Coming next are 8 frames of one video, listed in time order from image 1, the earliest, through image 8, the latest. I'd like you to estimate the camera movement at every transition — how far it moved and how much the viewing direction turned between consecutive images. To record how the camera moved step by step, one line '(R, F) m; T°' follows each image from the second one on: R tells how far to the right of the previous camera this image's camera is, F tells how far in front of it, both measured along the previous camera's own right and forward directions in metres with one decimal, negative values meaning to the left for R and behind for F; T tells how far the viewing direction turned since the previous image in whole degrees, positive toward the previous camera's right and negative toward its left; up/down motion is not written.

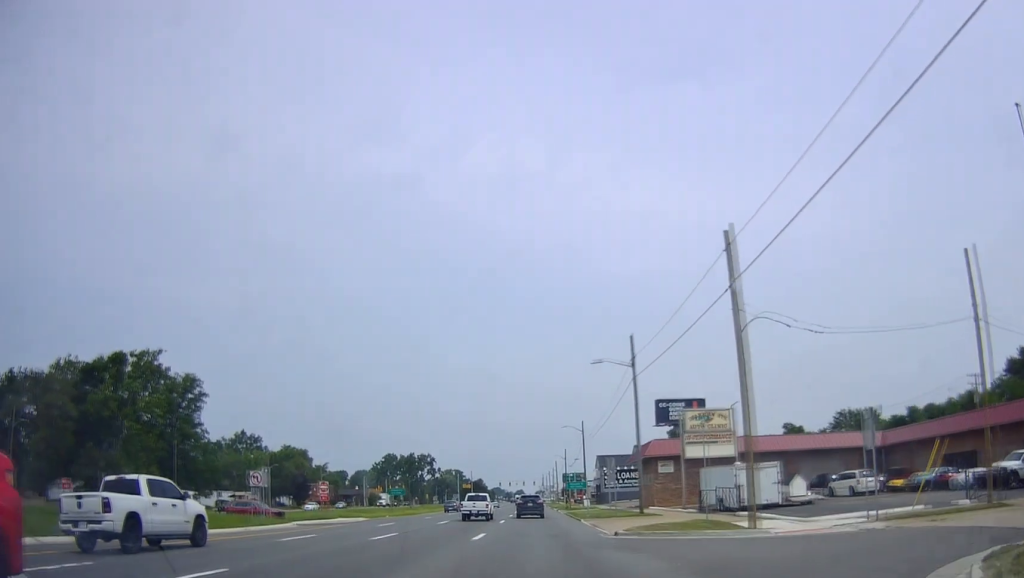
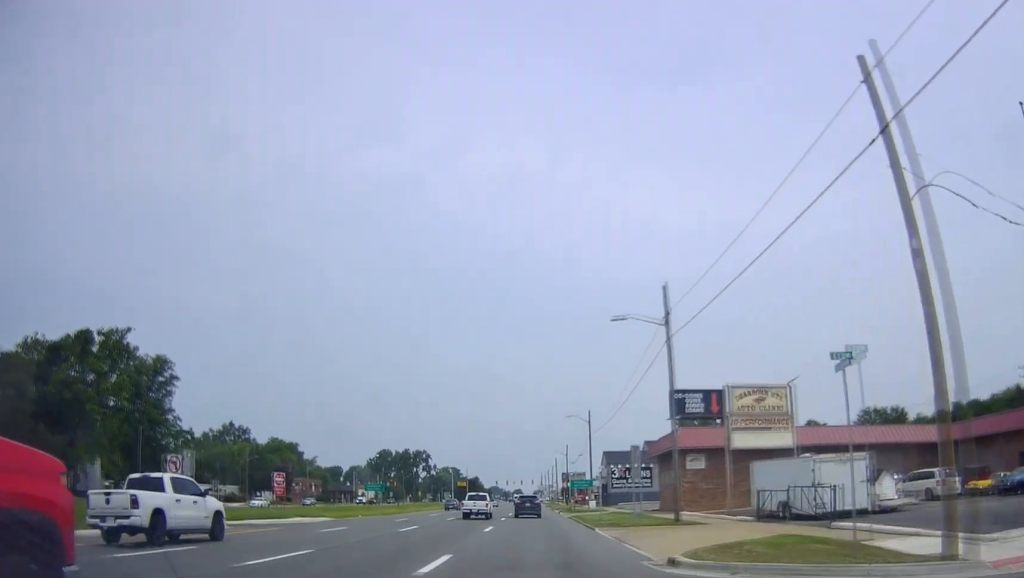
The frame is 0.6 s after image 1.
(-0.2, +9.4) m; 0°
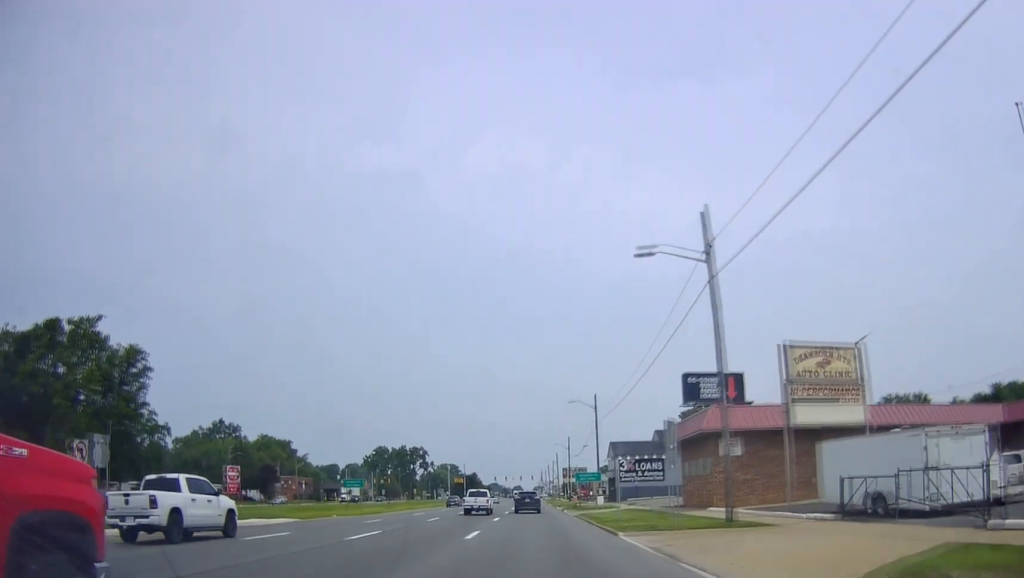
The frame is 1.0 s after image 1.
(+0.2, +7.5) m; -1°
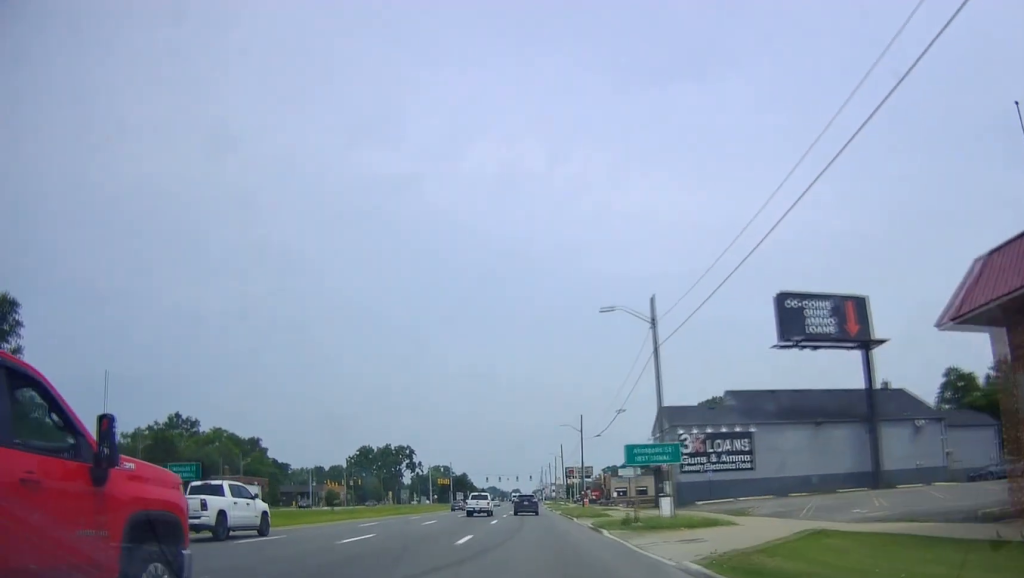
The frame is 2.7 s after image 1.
(-0.7, +29.0) m; -1°
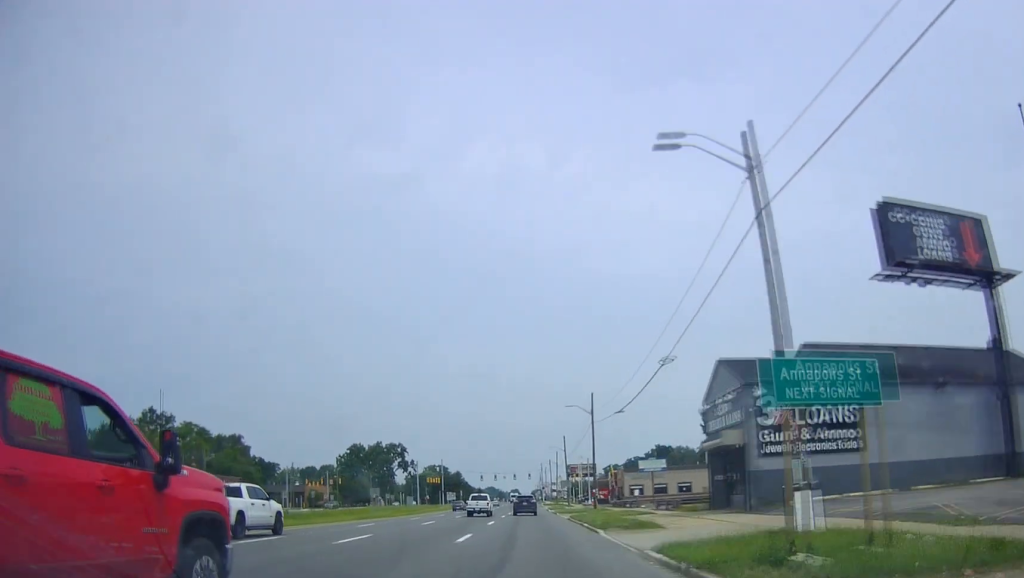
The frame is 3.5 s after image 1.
(+0.7, +14.9) m; 0°
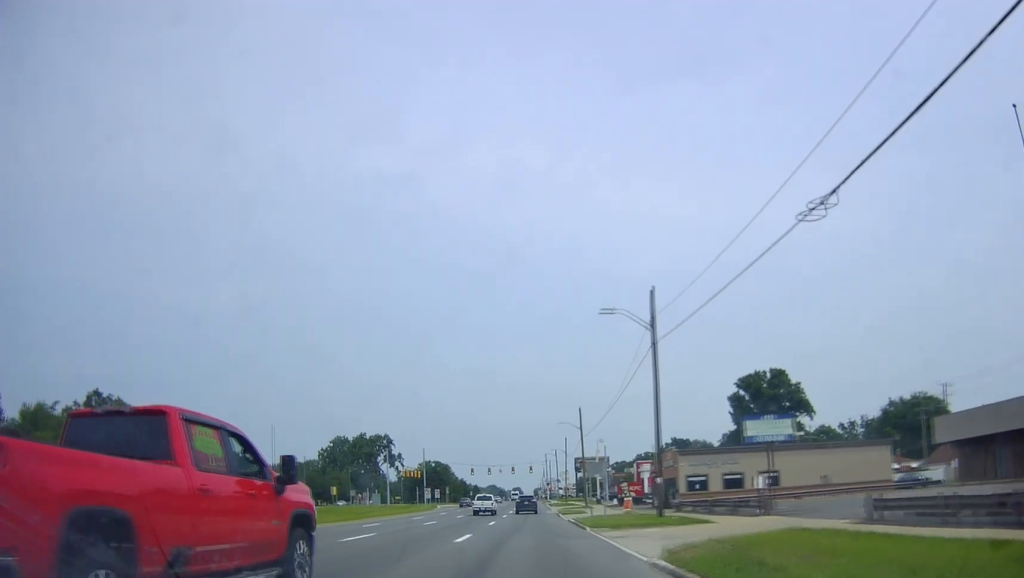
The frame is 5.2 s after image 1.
(-0.3, +29.7) m; +1°
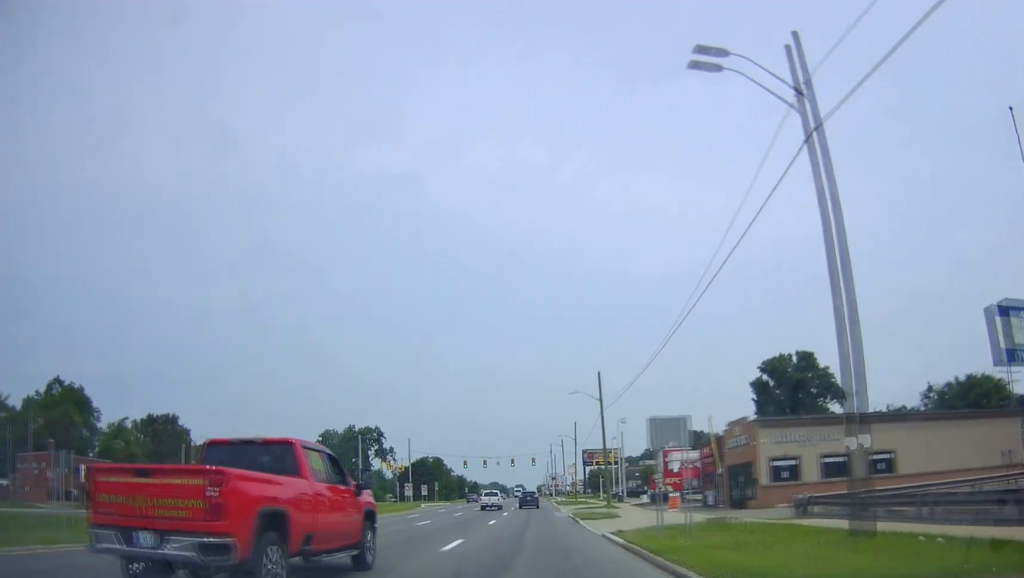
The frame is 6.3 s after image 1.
(+0.1, +19.8) m; 0°
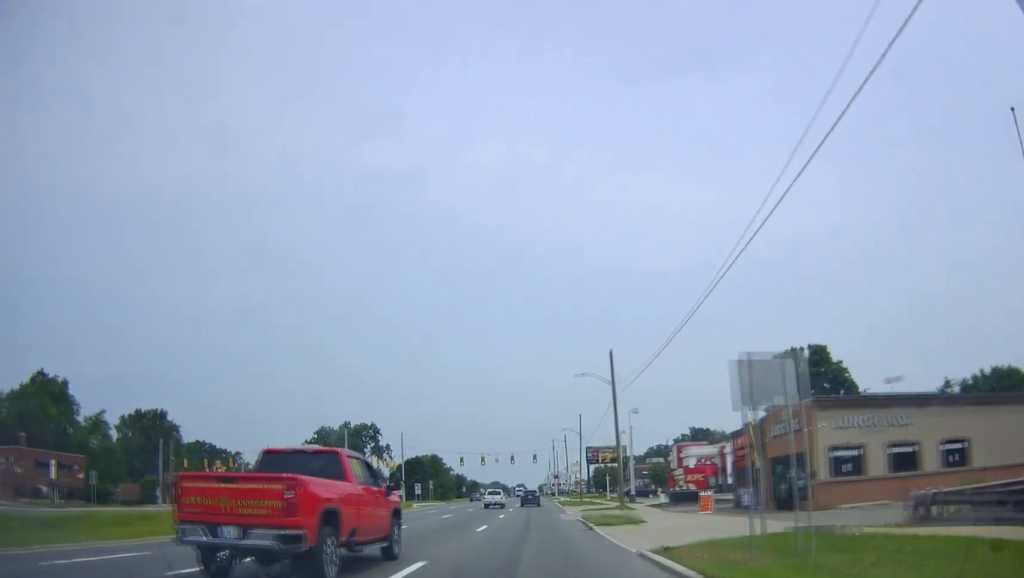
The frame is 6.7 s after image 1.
(0.0, +8.2) m; 0°
